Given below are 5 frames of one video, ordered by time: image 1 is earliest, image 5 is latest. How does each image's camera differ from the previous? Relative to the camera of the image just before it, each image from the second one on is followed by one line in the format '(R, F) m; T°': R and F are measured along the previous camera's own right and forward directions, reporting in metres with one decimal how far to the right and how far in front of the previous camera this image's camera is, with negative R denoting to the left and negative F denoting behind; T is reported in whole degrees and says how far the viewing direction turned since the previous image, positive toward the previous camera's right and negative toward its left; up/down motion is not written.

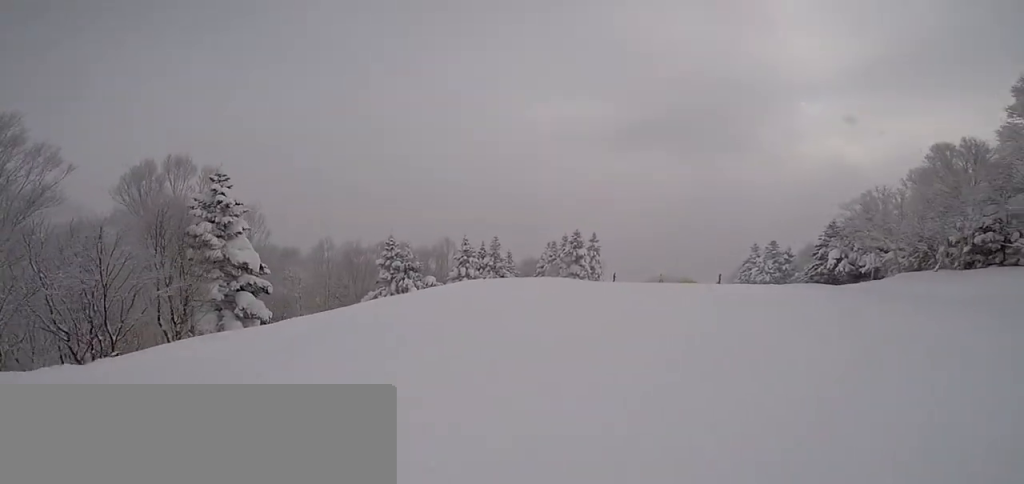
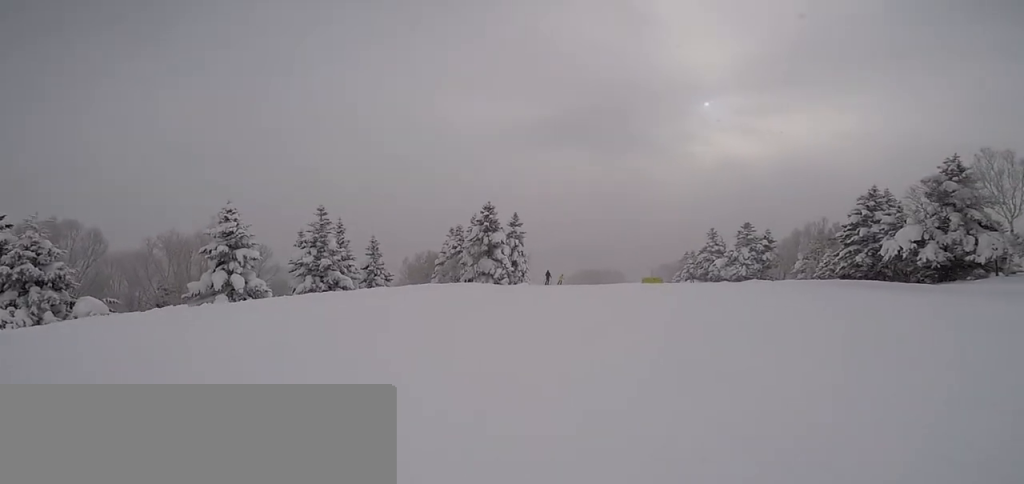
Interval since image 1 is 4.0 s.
(+5.0, +22.5) m; +16°
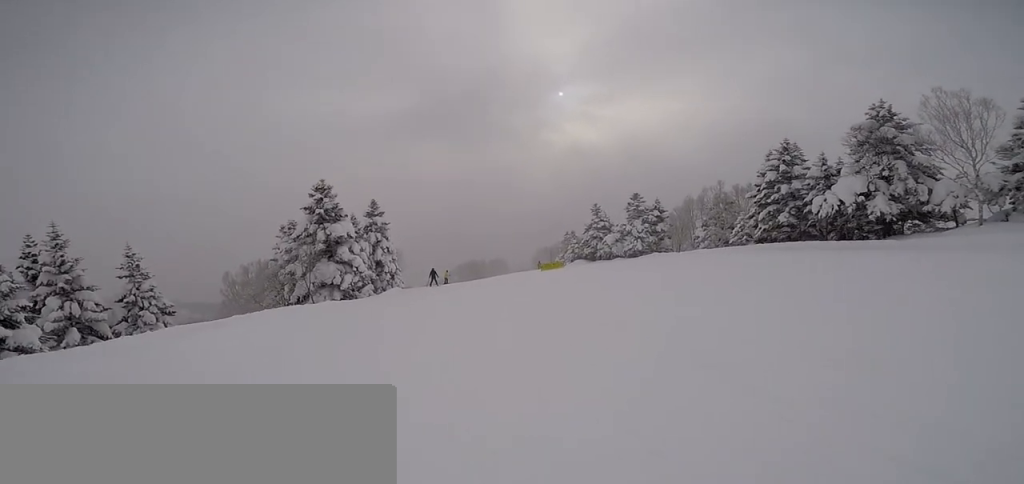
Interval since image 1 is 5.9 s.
(+0.7, +9.8) m; +8°
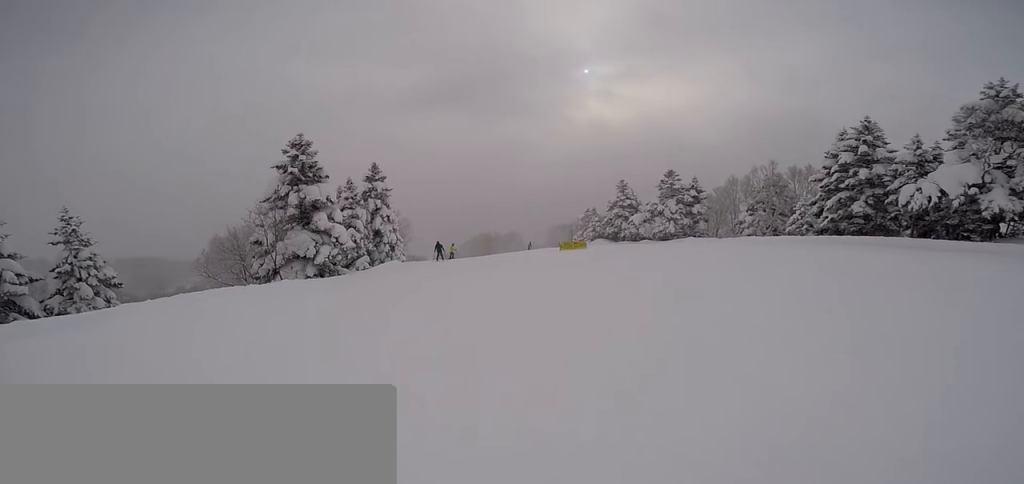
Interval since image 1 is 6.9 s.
(0.0, +4.8) m; 0°
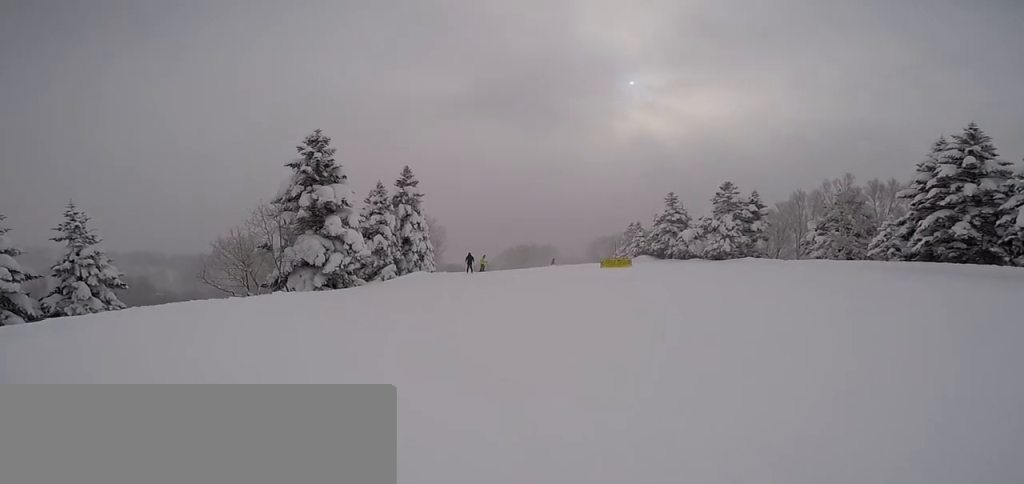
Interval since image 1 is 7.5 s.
(-0.3, +3.1) m; 0°
